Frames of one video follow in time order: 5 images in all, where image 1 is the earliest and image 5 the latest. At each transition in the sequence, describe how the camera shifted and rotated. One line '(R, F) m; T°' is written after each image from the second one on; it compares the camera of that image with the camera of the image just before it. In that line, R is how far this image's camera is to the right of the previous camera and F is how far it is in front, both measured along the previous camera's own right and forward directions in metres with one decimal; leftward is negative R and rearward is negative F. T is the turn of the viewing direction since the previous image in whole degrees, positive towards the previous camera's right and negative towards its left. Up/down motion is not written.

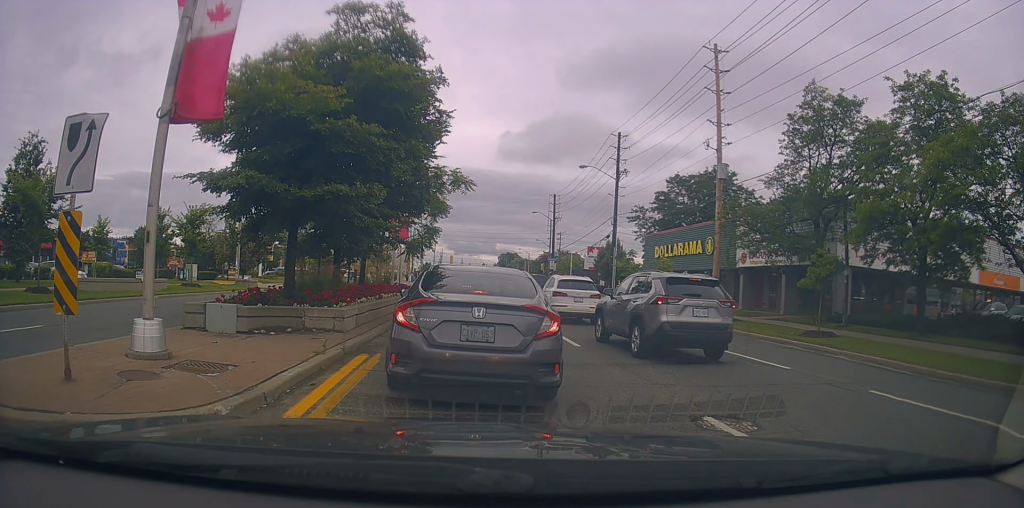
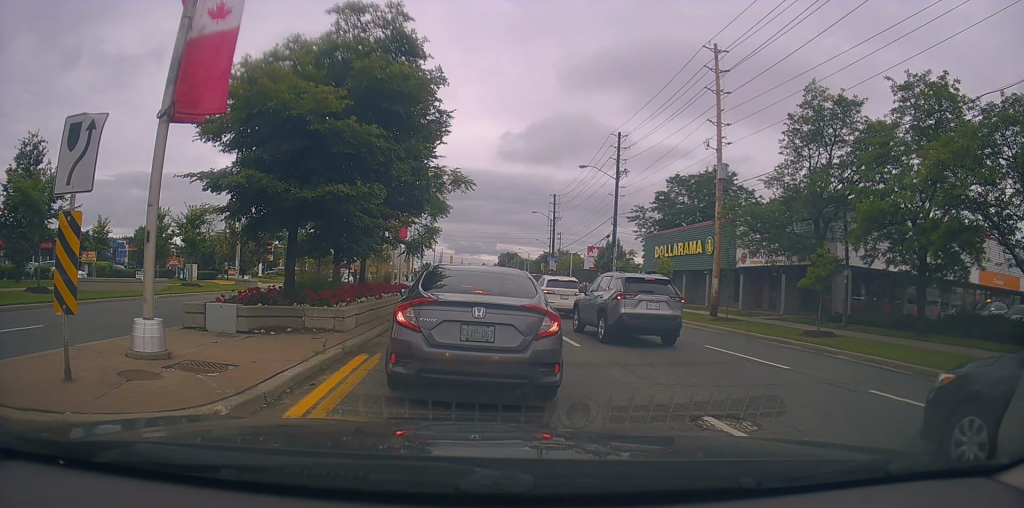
(0.0, 0.0) m; 0°
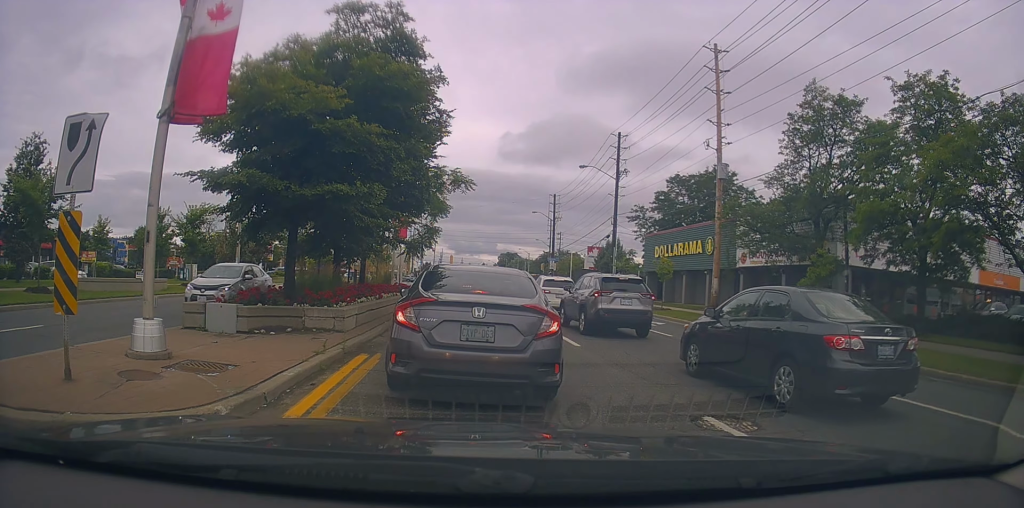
(0.0, 0.0) m; 0°
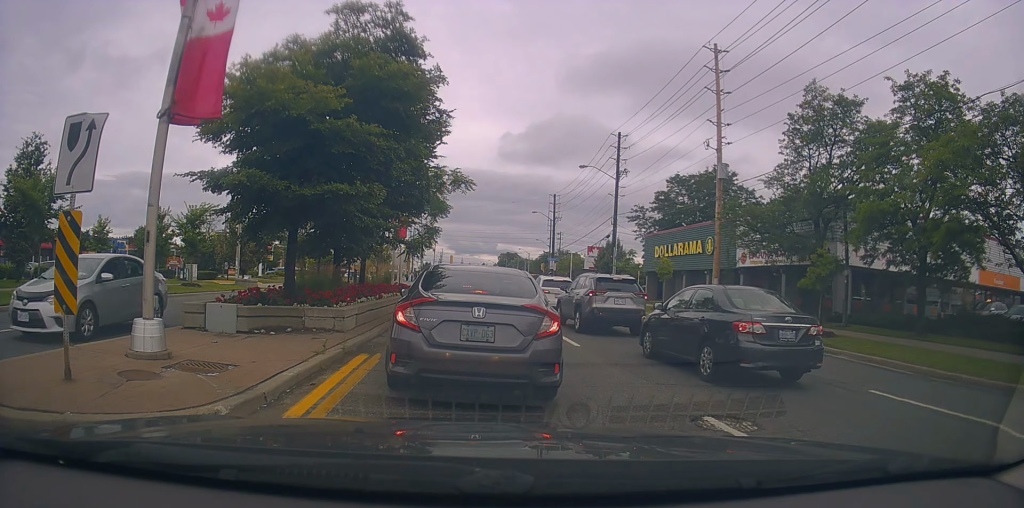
(0.0, 0.0) m; 0°
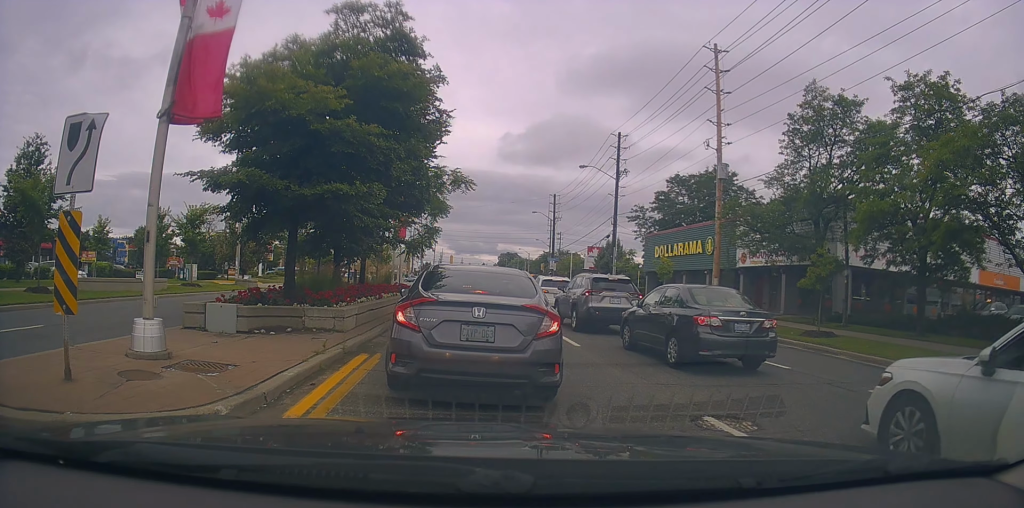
(0.0, 0.0) m; 0°
